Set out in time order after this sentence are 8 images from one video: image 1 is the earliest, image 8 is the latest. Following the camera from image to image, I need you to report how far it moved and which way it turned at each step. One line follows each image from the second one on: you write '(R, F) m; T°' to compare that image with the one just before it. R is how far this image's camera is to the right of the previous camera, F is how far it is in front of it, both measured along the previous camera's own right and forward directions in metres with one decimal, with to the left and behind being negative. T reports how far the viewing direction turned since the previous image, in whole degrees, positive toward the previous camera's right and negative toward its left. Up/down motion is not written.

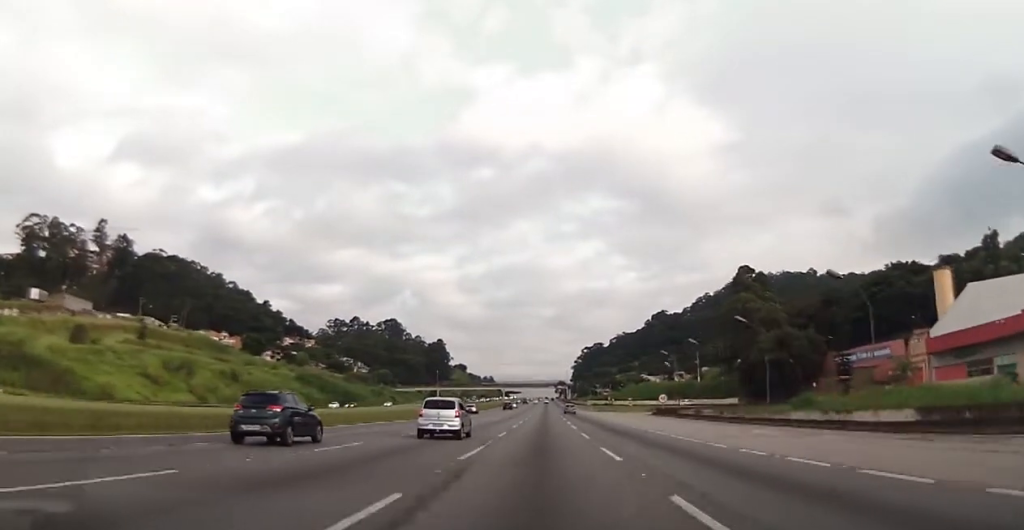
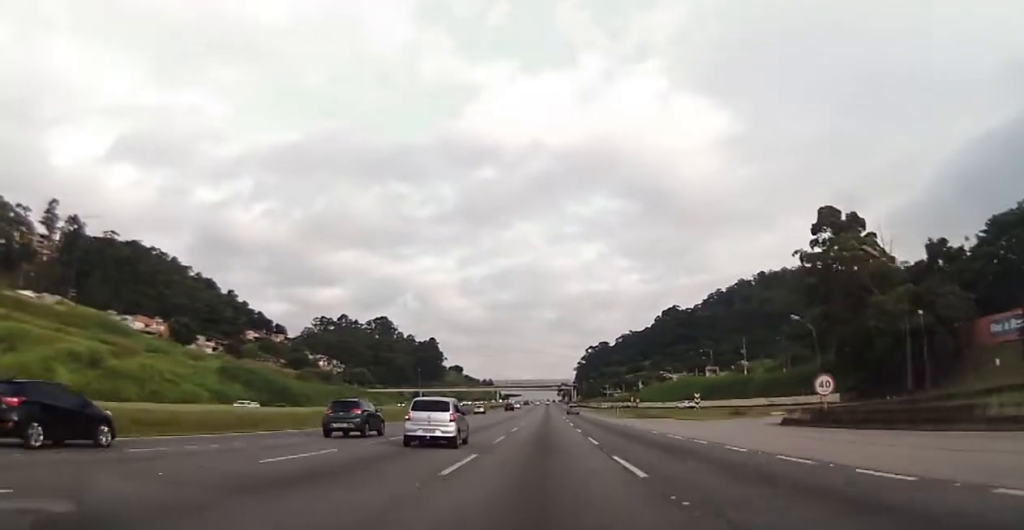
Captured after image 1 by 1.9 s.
(0.0, +51.6) m; 0°
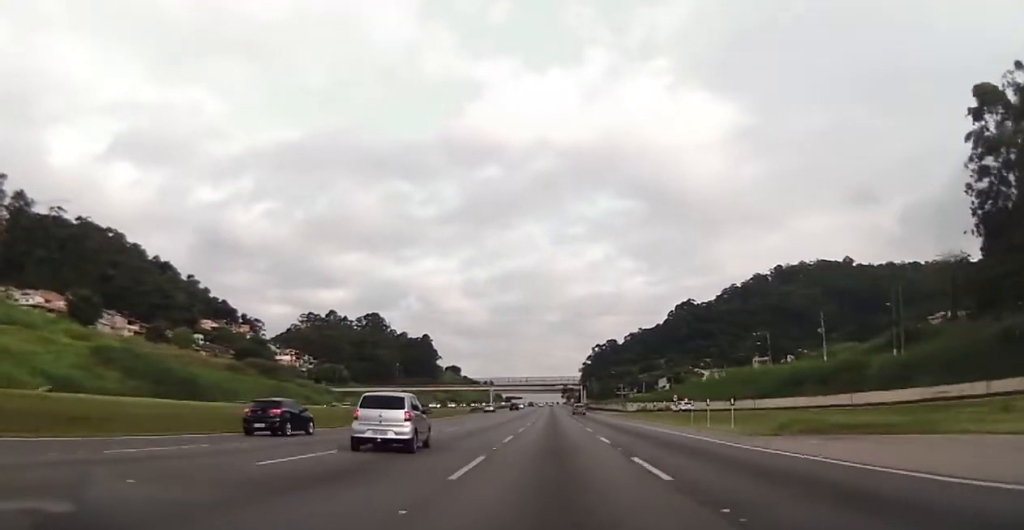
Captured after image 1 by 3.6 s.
(0.0, +49.0) m; 0°
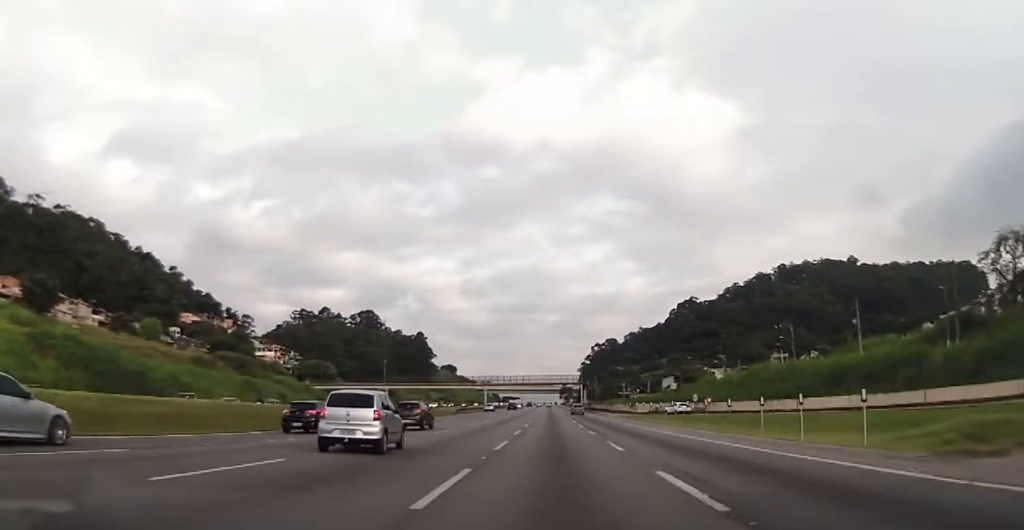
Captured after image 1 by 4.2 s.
(-0.1, +15.8) m; 0°
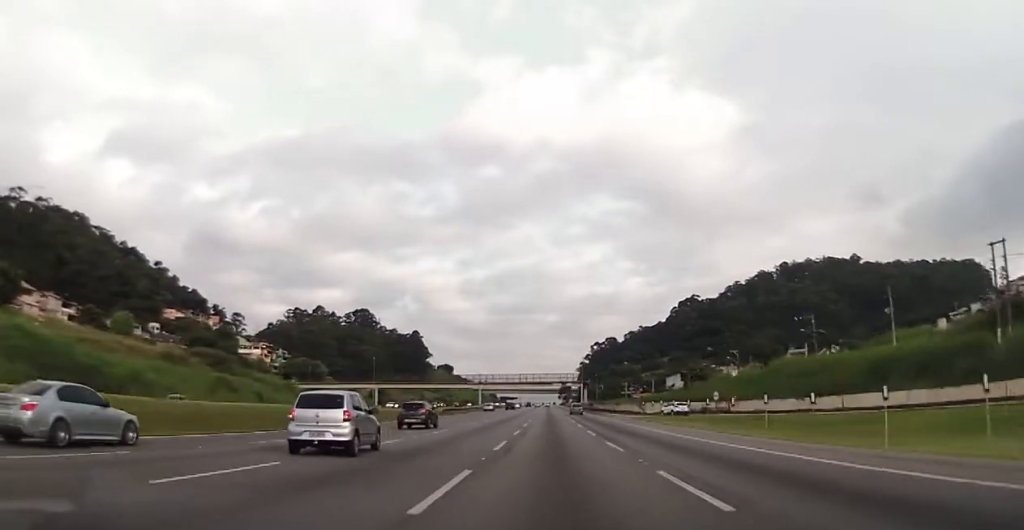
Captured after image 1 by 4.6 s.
(0.0, +12.1) m; 0°
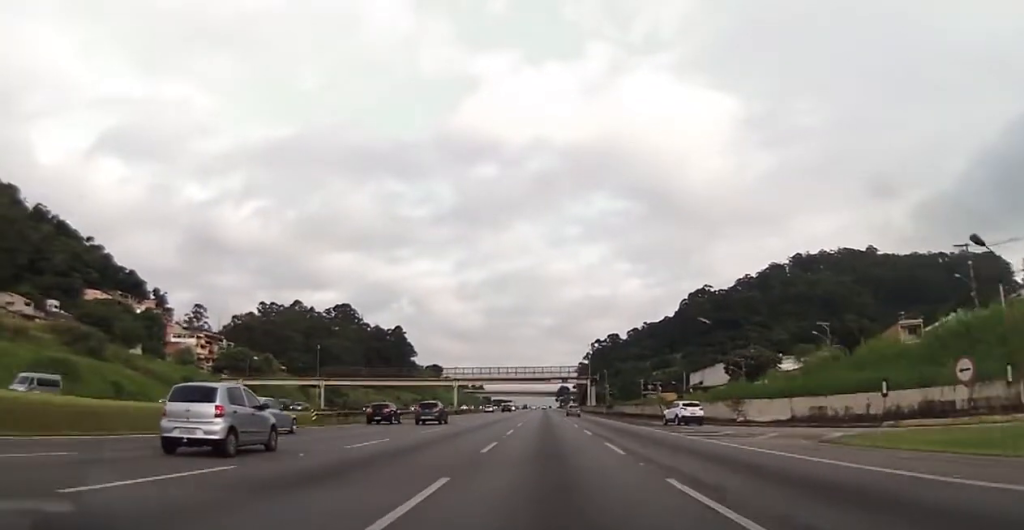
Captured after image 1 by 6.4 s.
(-0.1, +50.3) m; -1°
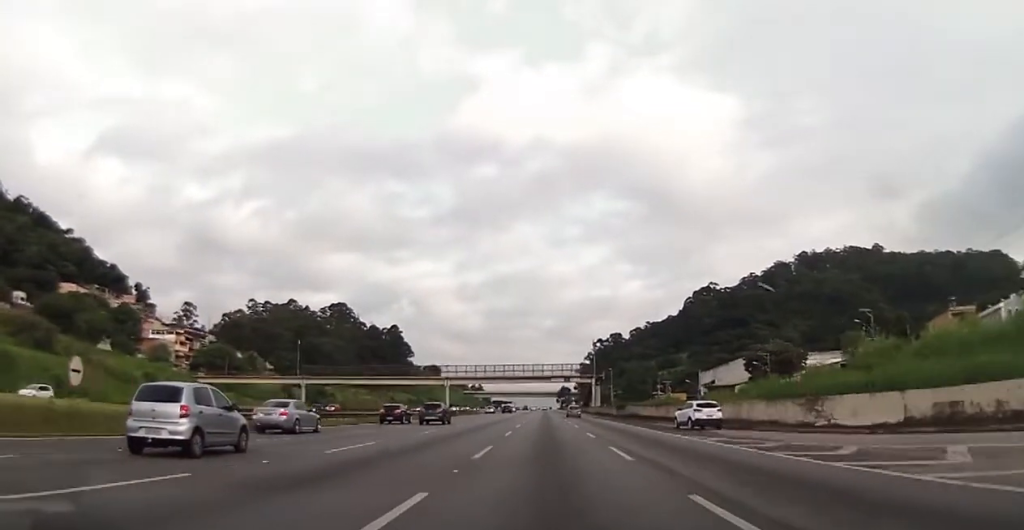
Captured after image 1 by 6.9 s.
(-0.3, +13.9) m; 0°
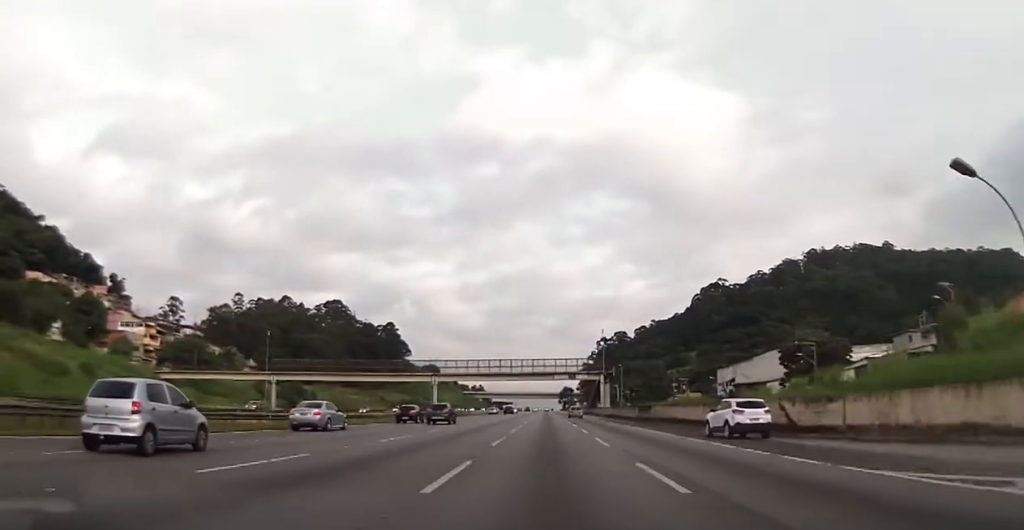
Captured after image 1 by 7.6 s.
(0.0, +18.6) m; 0°
